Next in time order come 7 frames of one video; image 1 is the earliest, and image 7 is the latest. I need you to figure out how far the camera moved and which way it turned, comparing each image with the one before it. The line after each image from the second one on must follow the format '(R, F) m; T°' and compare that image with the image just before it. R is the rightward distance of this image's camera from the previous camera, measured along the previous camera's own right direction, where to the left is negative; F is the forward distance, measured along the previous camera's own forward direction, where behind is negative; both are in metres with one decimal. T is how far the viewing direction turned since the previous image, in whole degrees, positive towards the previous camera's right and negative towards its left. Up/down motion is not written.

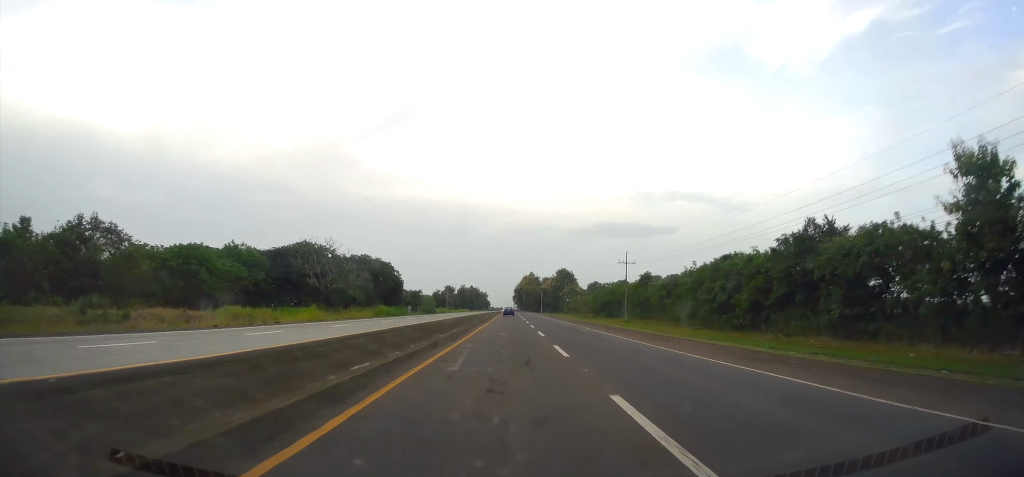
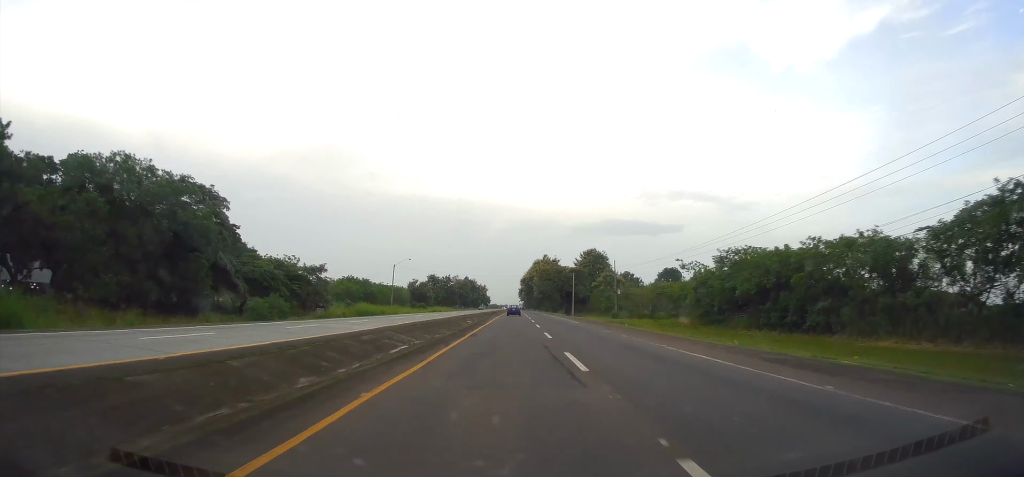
(-0.1, +96.1) m; -1°
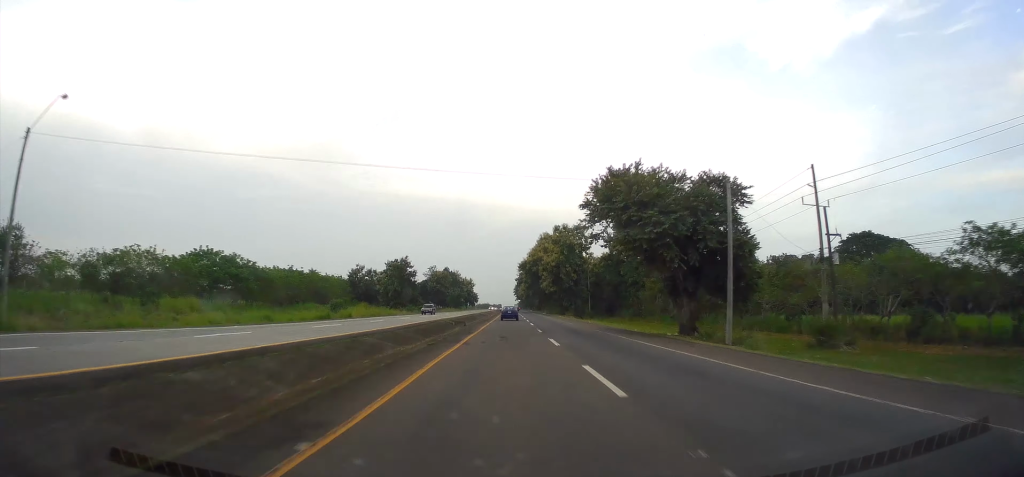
(-0.6, +83.0) m; +1°
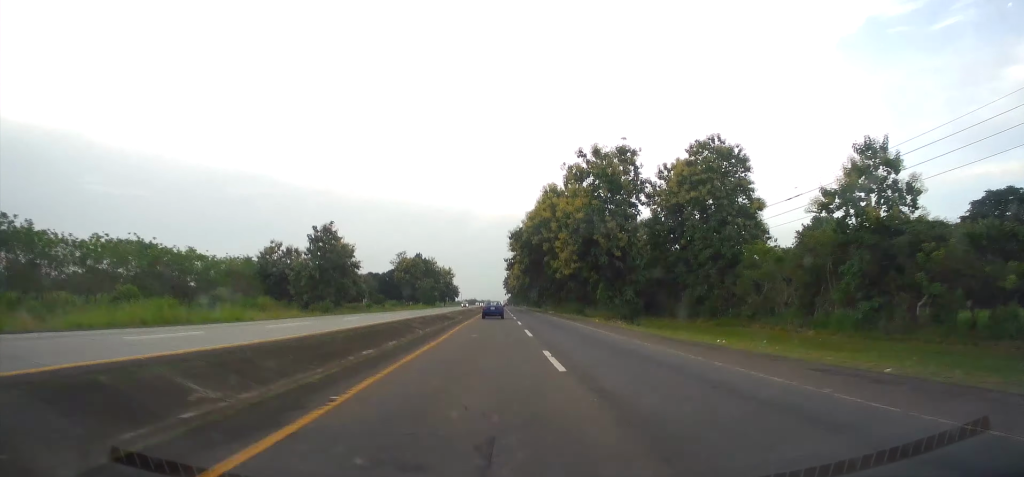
(+1.3, +54.7) m; +2°
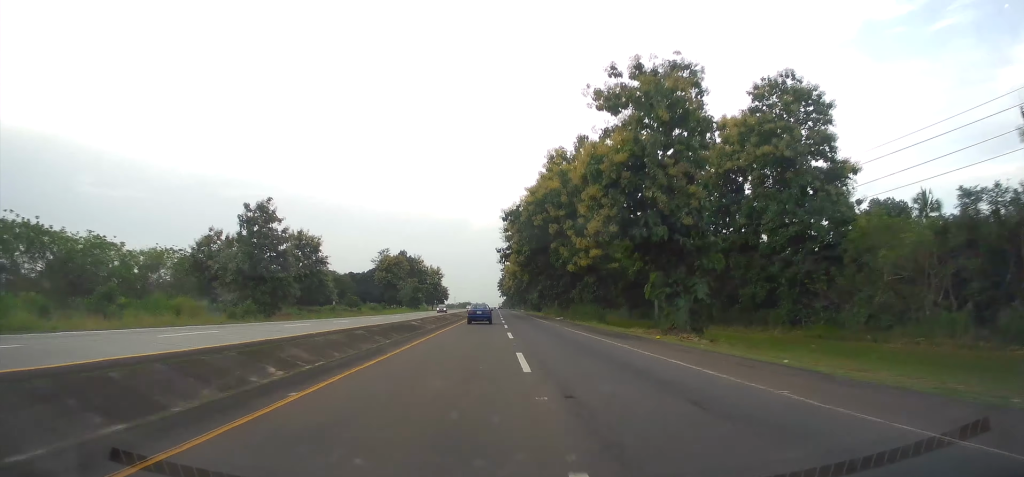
(+0.2, +22.2) m; 0°
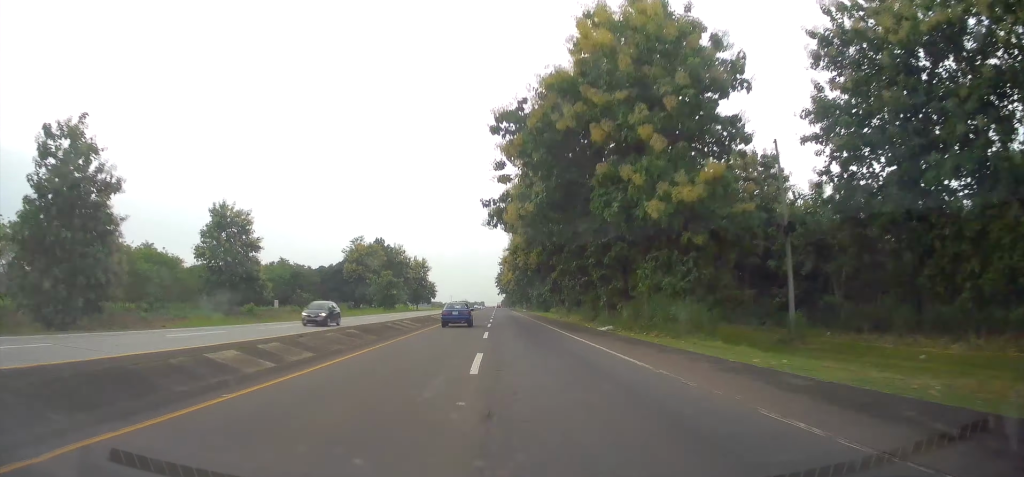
(+0.1, +34.2) m; 0°
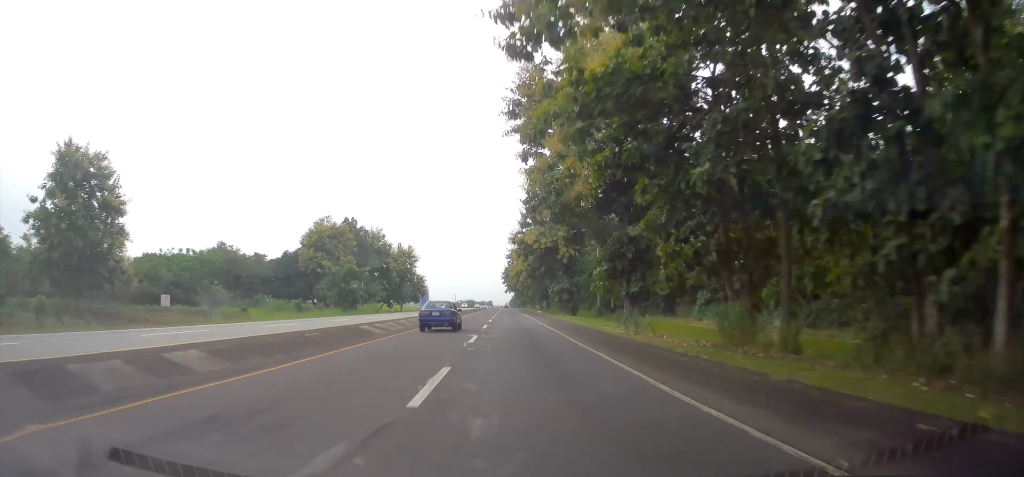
(-0.7, +37.7) m; -1°
